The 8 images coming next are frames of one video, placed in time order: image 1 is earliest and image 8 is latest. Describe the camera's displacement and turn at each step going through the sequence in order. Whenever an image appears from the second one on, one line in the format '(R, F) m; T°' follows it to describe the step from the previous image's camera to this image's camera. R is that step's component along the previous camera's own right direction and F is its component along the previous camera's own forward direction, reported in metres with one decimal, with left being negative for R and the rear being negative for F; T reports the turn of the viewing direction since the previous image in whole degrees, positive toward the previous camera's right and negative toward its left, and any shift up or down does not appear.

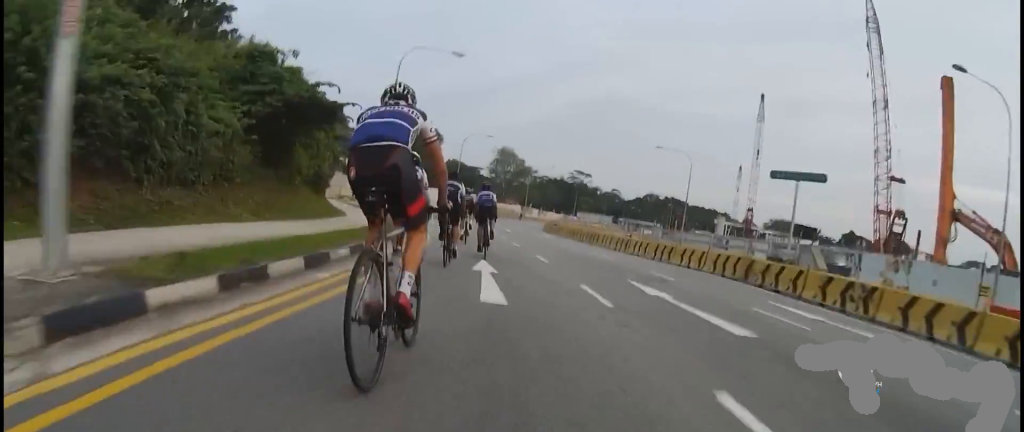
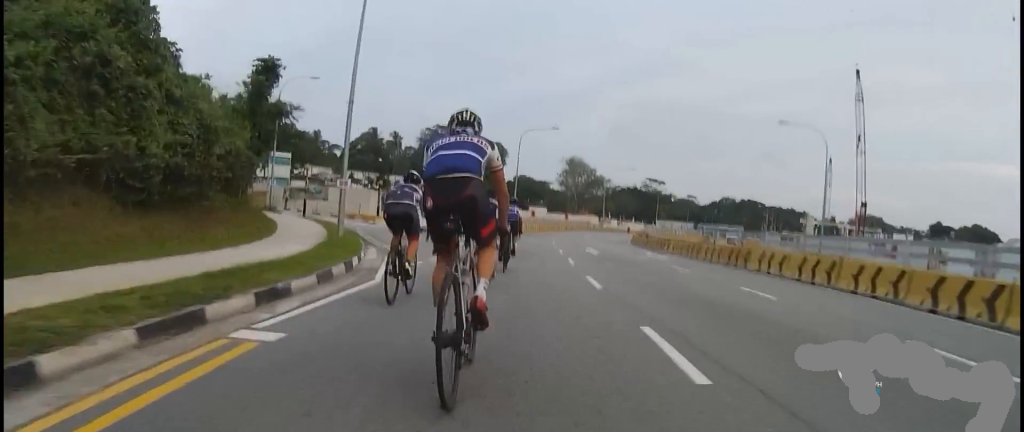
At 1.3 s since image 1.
(-0.9, +16.6) m; -6°
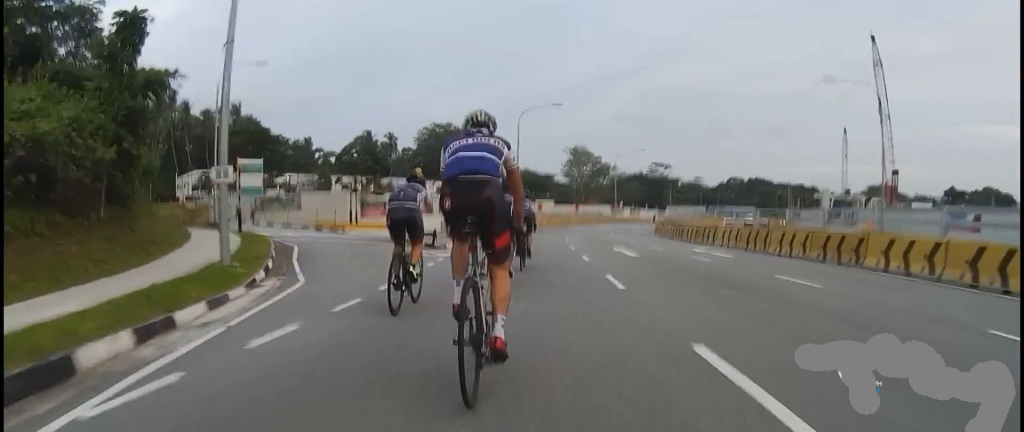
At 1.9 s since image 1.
(-0.2, +7.6) m; -1°
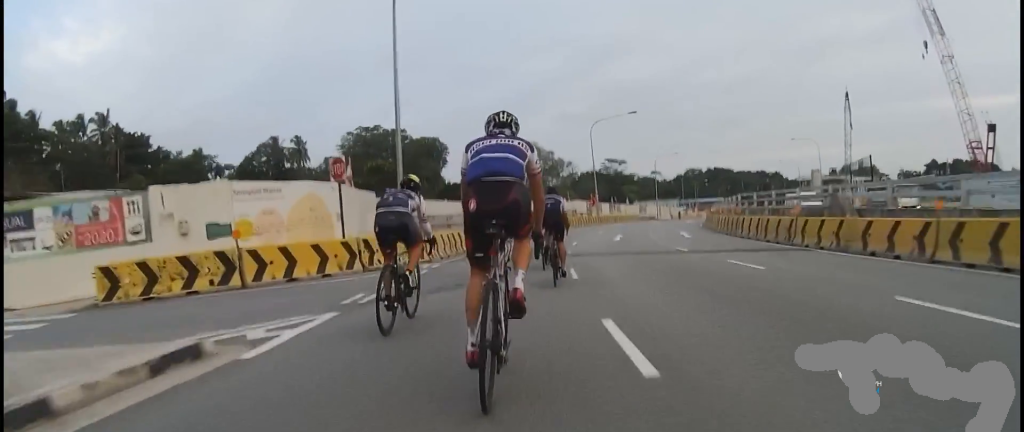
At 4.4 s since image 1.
(0.0, +30.2) m; 0°
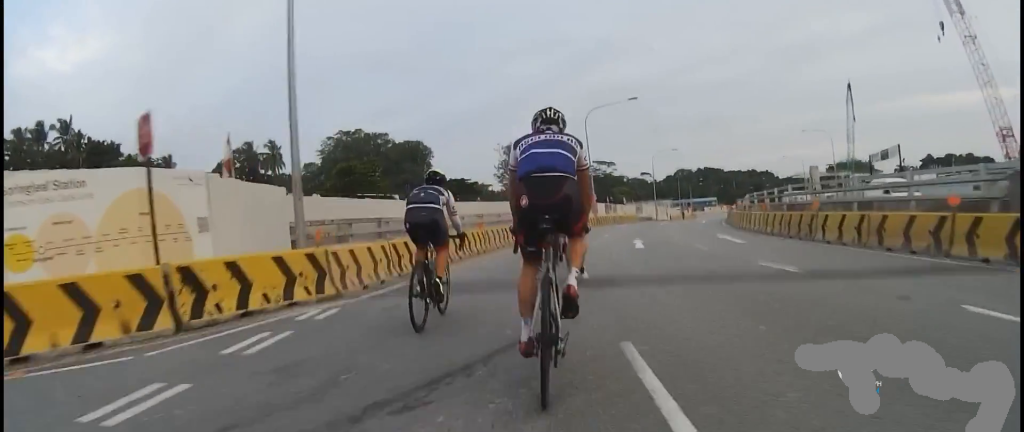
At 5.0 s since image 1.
(0.0, +7.1) m; +3°
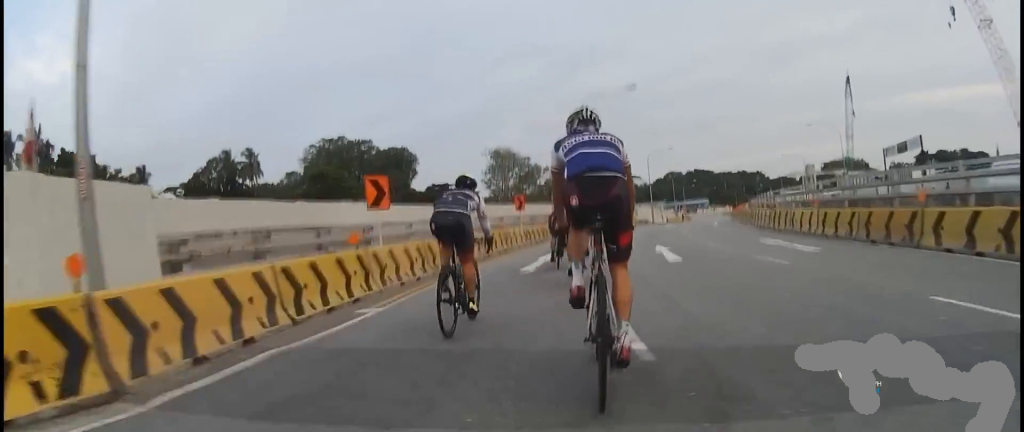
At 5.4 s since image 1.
(-0.2, +5.2) m; +3°
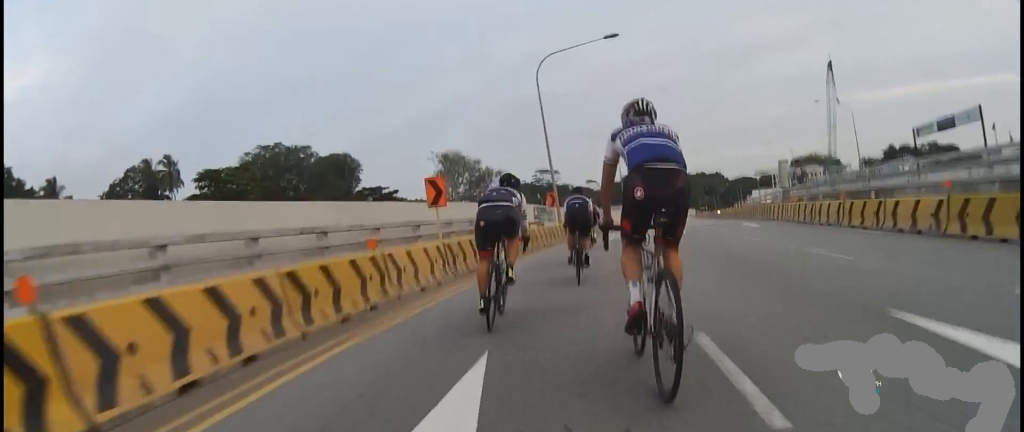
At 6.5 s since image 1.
(+1.2, +13.1) m; +10°
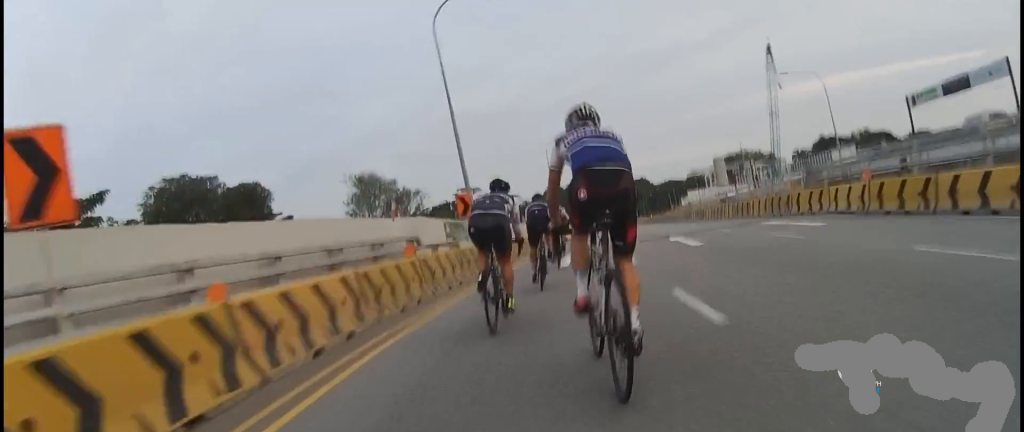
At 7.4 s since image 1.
(+0.6, +10.6) m; +1°
